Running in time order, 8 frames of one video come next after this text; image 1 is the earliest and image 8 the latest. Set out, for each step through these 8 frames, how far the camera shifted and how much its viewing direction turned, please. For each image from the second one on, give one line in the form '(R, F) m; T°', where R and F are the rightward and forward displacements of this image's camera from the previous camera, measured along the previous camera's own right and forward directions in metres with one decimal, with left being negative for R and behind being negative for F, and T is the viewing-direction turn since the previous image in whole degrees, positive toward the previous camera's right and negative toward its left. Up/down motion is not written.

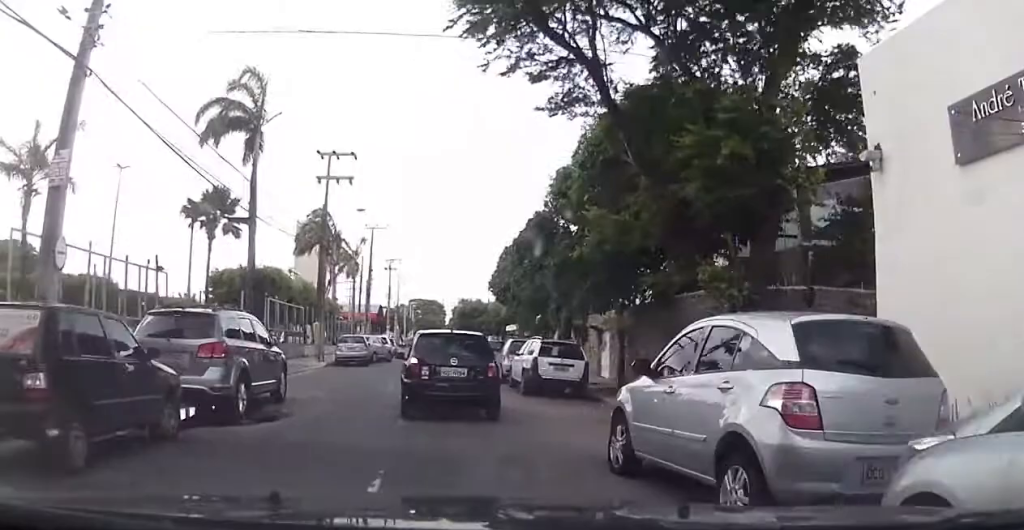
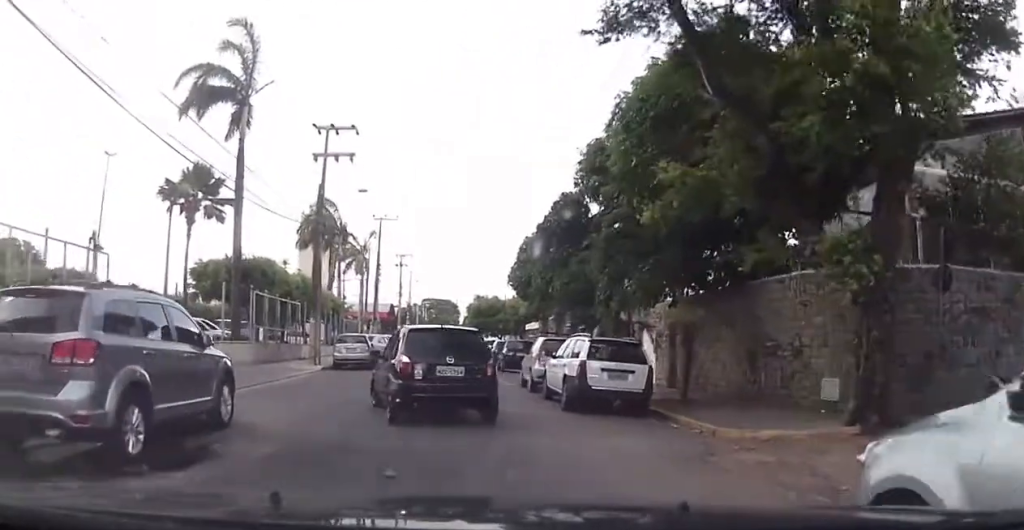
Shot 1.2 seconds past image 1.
(0.0, +4.8) m; +5°
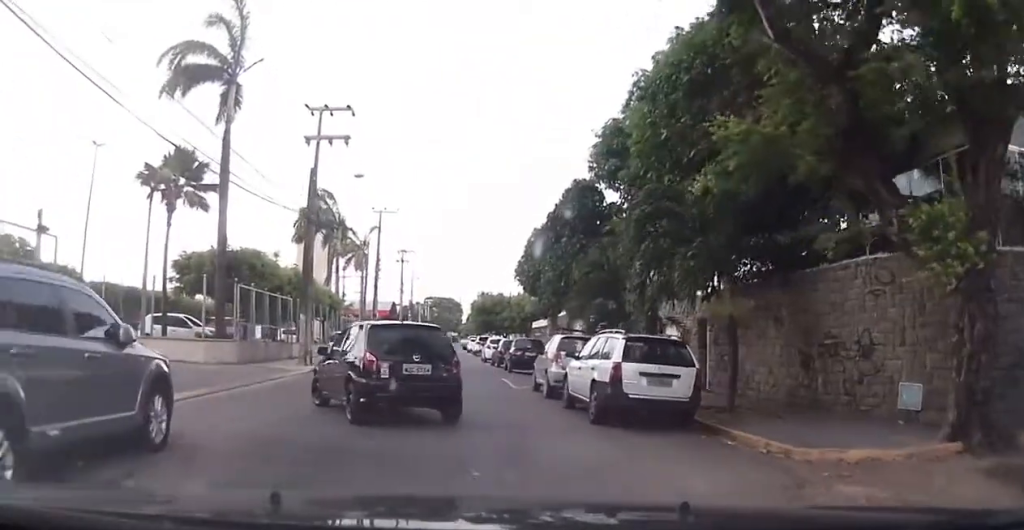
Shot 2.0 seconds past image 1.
(+0.1, +2.7) m; +3°
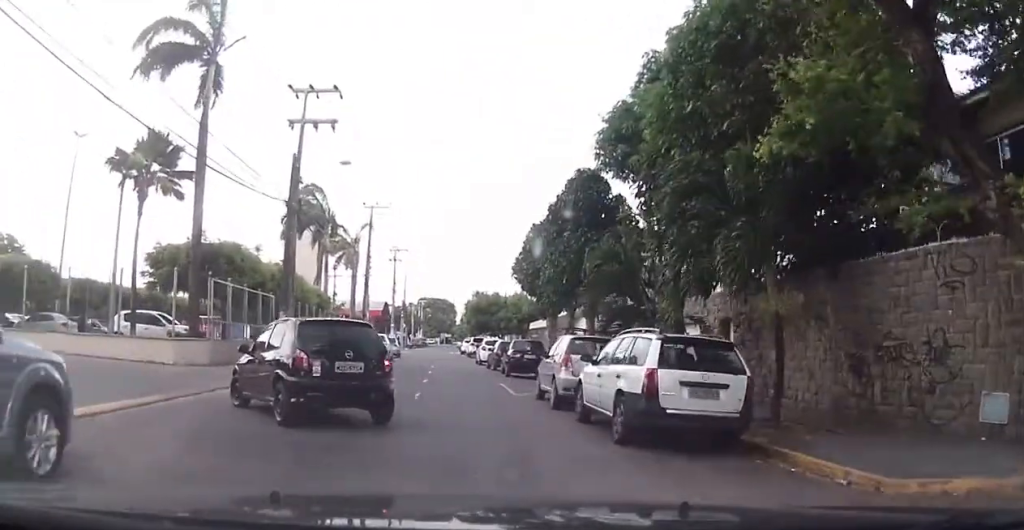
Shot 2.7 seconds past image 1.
(0.0, +2.4) m; 0°
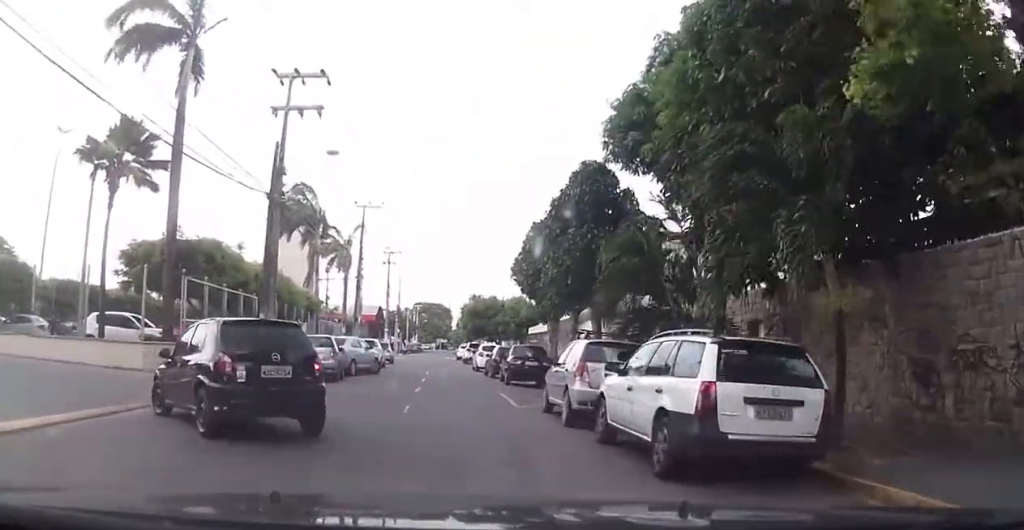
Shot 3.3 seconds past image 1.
(0.0, +2.1) m; 0°
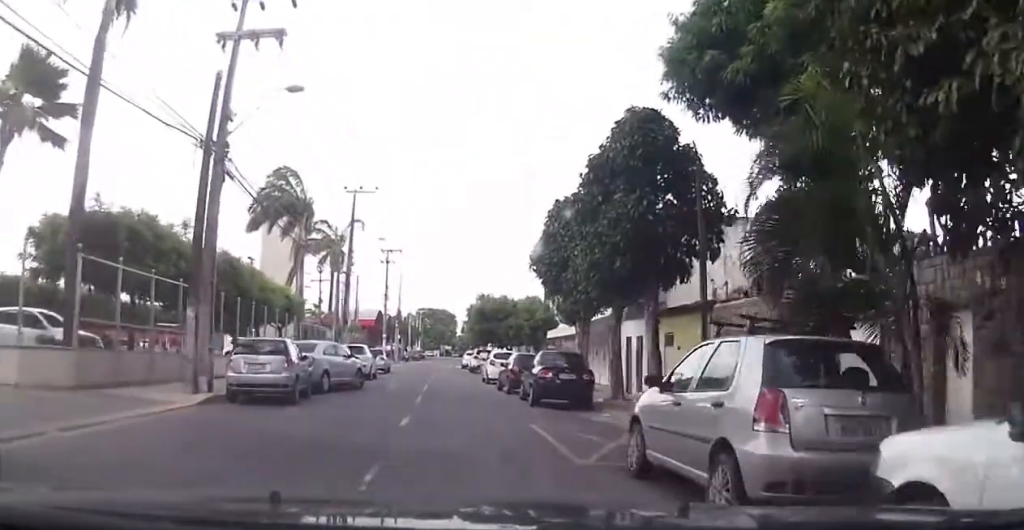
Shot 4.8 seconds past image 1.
(0.0, +6.1) m; -1°
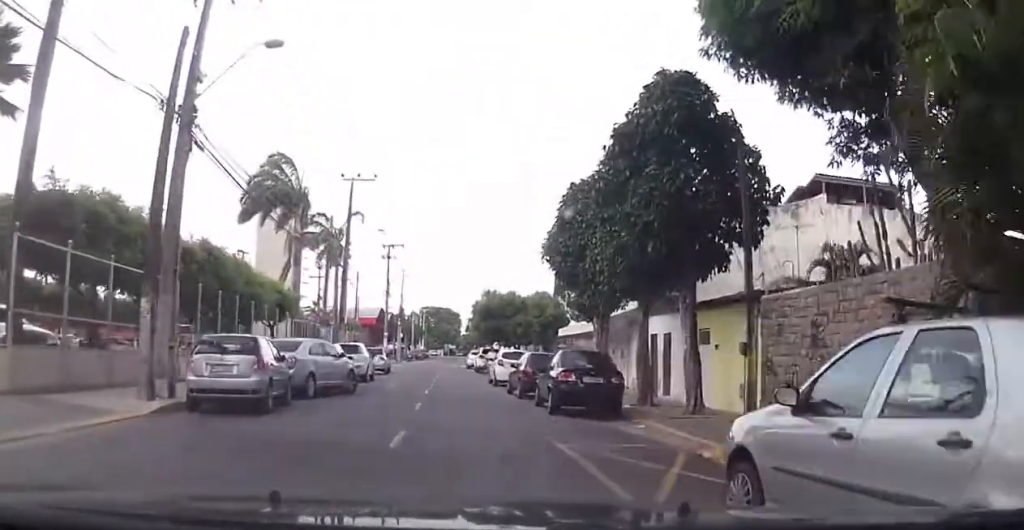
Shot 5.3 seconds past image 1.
(+0.1, +2.5) m; -3°
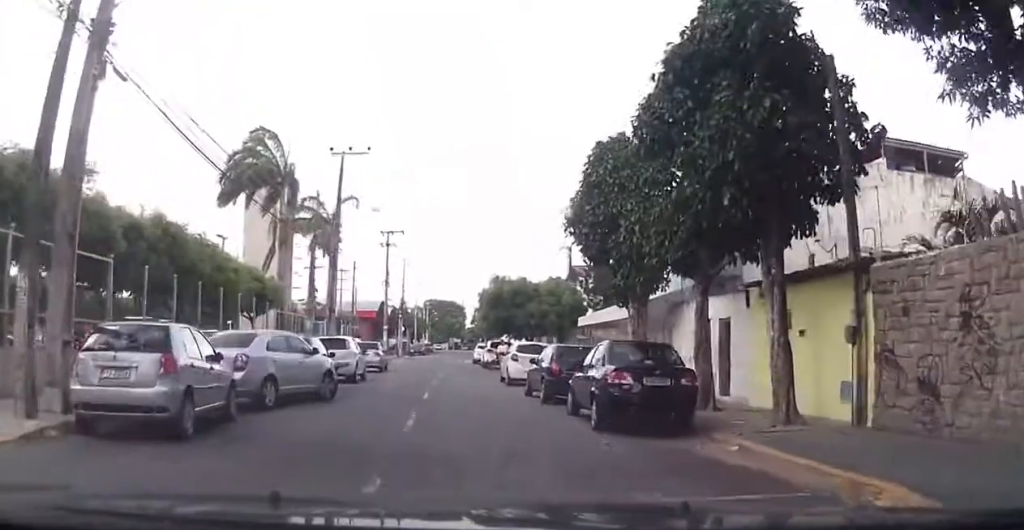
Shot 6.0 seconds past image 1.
(-0.2, +4.0) m; -4°
